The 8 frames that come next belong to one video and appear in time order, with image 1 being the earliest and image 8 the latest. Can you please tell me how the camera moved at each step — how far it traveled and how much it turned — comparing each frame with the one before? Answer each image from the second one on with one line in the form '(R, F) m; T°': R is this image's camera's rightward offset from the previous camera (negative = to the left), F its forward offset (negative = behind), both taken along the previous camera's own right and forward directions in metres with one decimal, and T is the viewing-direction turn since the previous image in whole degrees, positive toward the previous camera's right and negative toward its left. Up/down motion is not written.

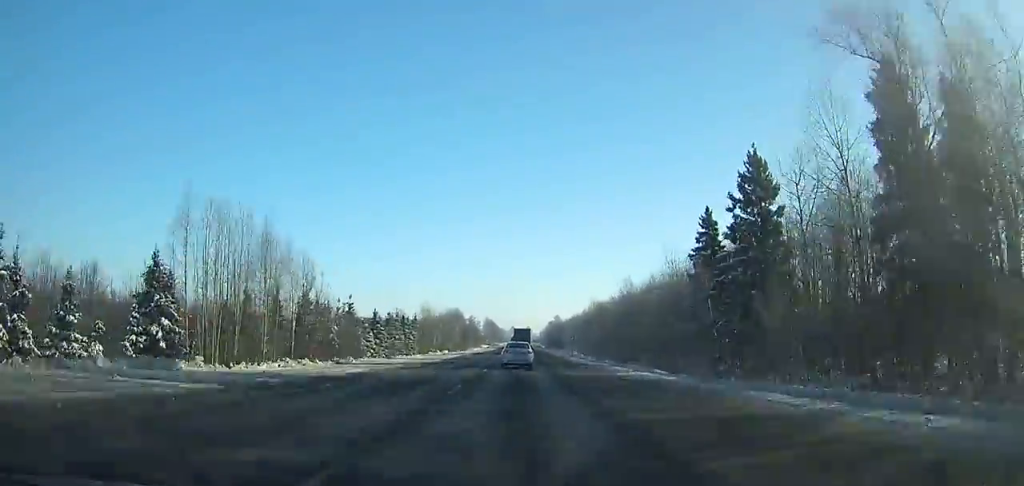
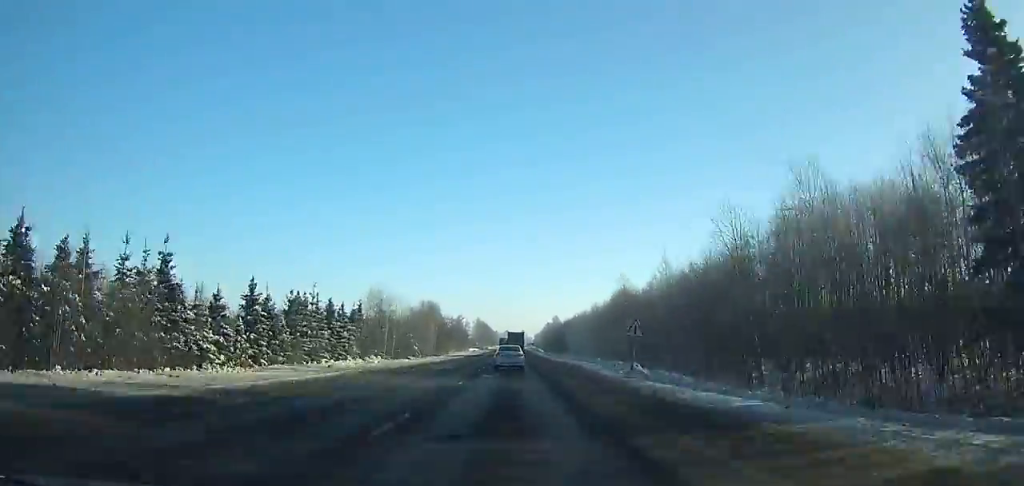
(0.0, +42.4) m; 0°
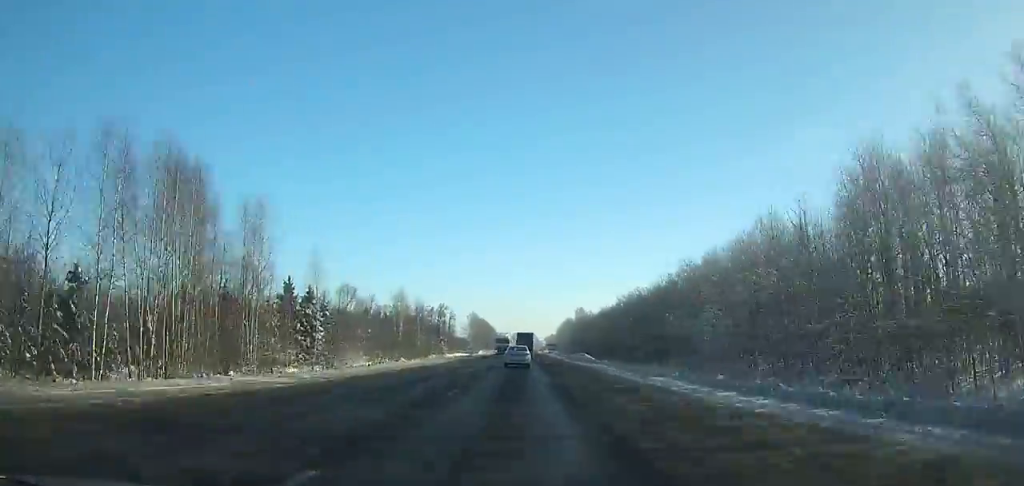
(0.0, +112.8) m; 0°
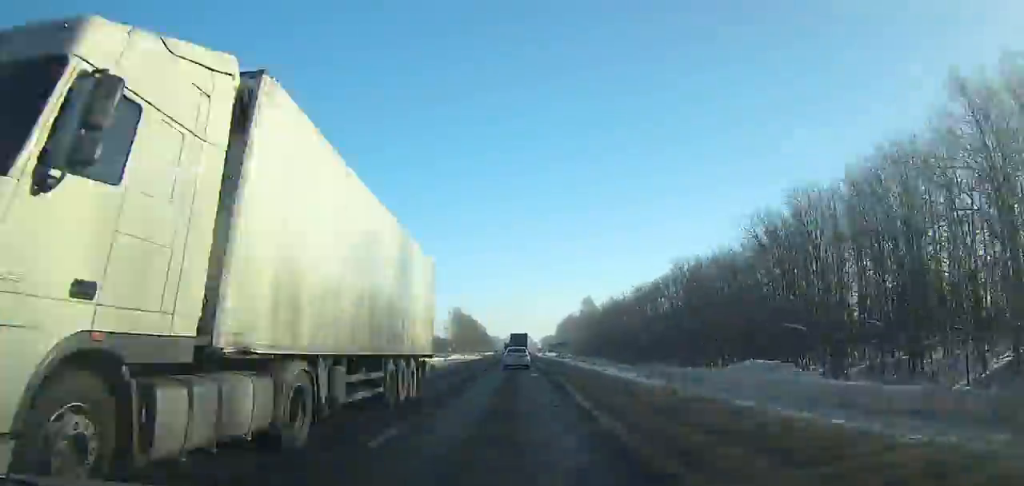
(+0.1, +53.8) m; 0°
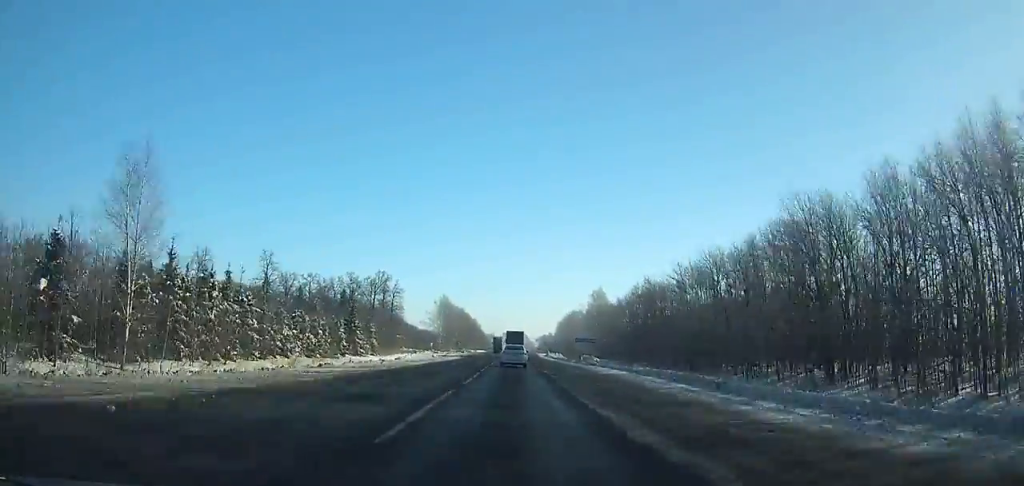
(0.0, +35.0) m; 0°
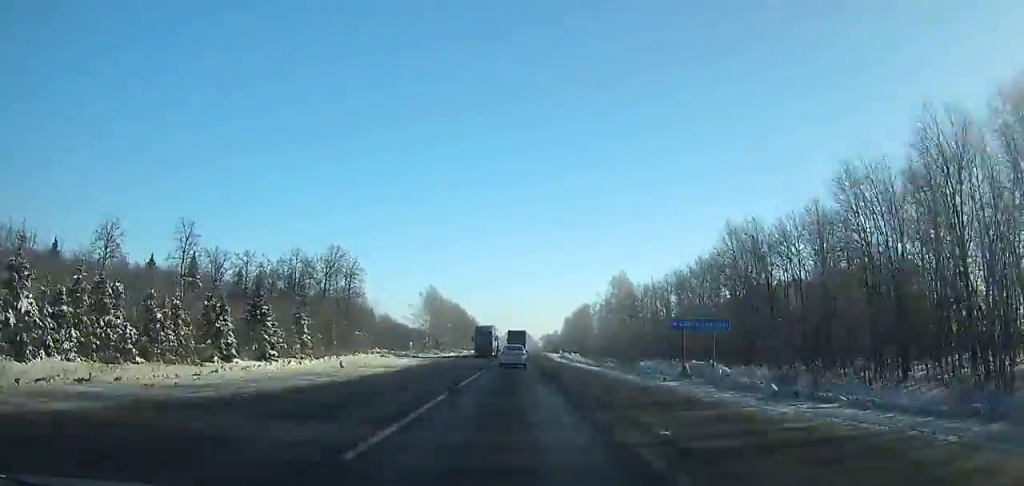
(0.0, +36.9) m; 0°
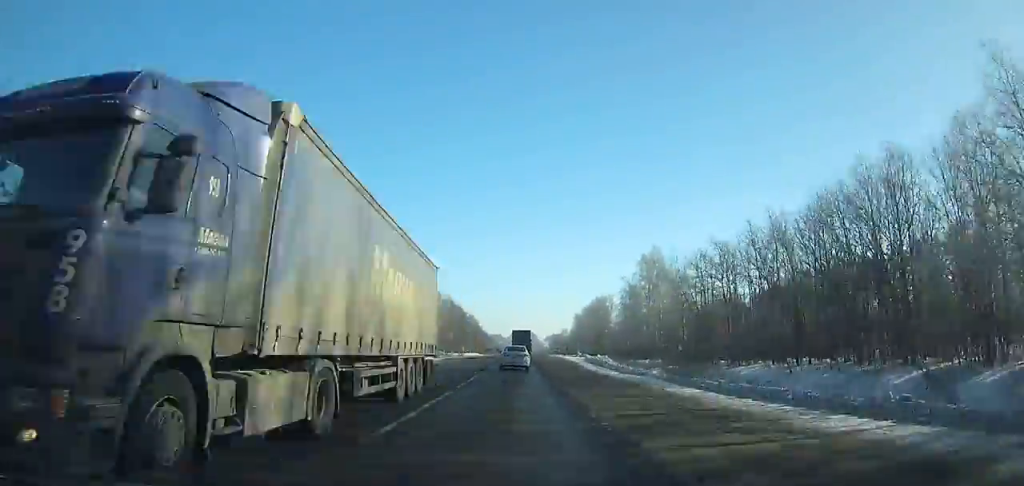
(-0.2, +34.6) m; 0°
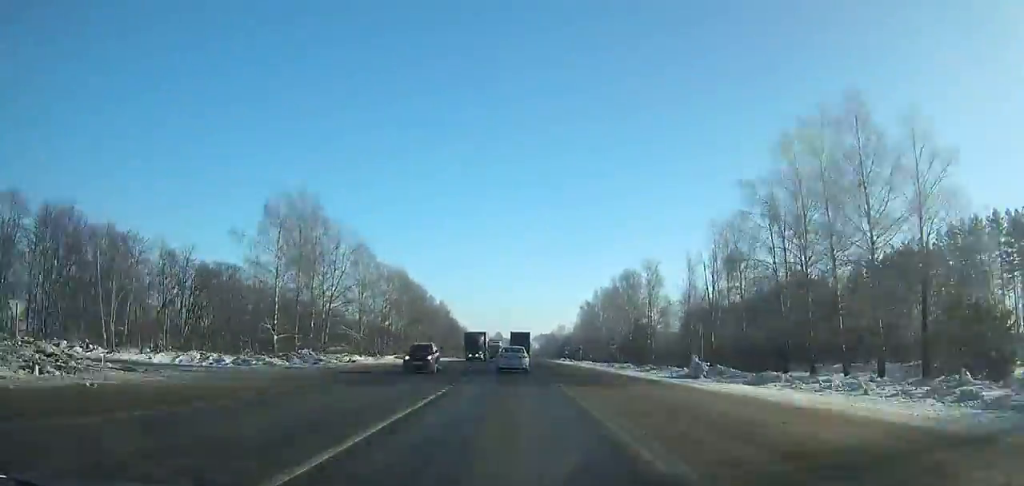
(+0.4, +74.3) m; +1°
